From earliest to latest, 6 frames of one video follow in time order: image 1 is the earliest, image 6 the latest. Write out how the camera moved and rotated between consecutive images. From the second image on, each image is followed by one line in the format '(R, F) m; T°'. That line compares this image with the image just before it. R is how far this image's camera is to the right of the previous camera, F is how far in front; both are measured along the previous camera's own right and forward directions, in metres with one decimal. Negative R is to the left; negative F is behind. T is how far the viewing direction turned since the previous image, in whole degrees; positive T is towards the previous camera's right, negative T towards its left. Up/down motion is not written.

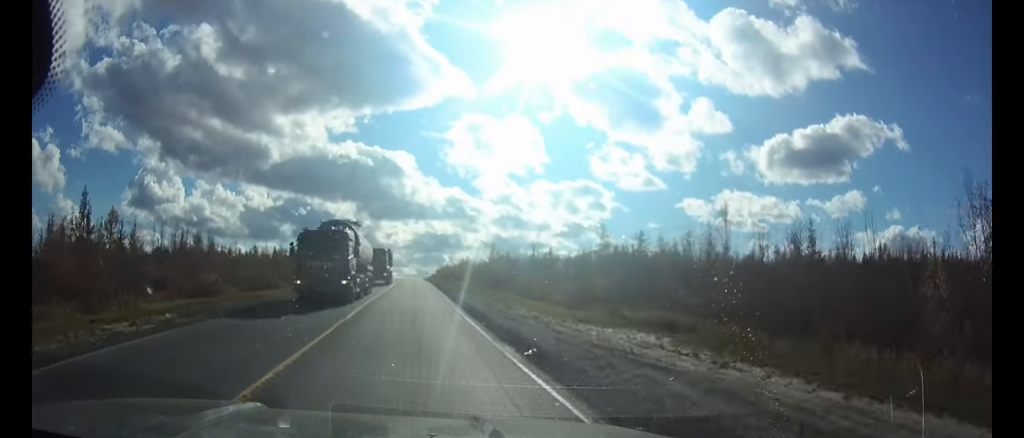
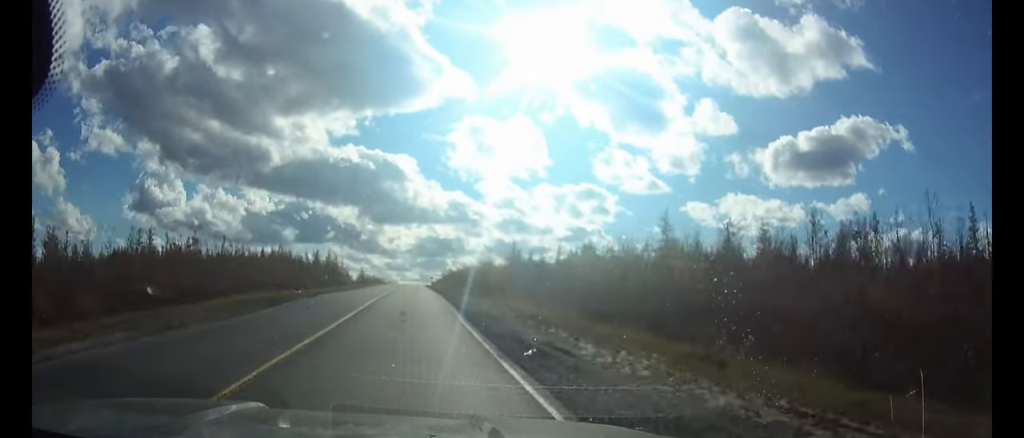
(-0.1, +29.8) m; 0°
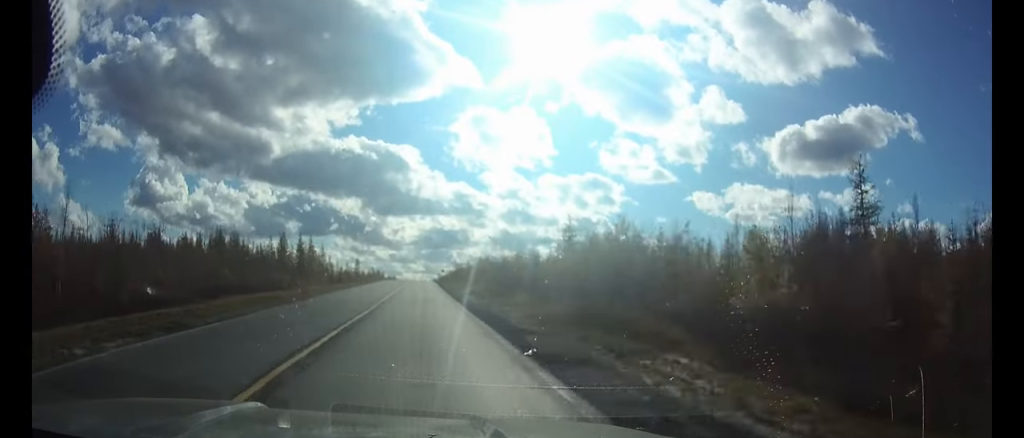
(-0.2, +45.0) m; 0°
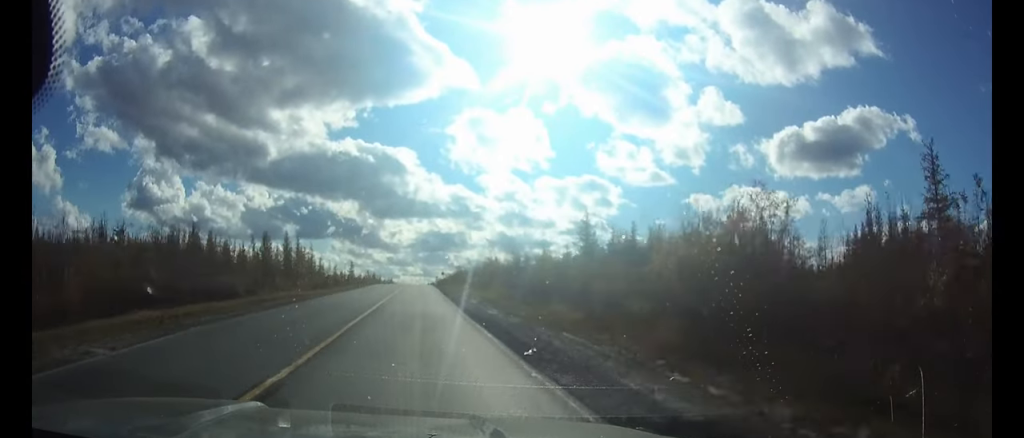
(0.0, +11.3) m; 0°
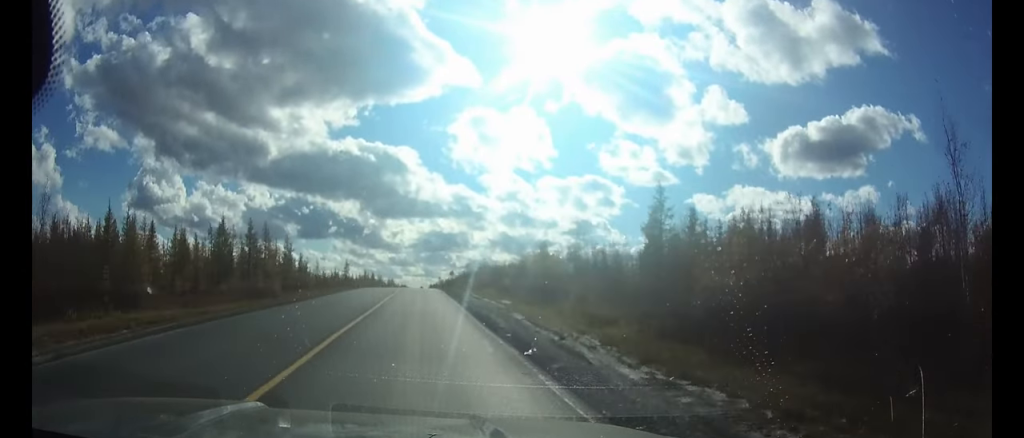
(0.0, +23.9) m; 0°
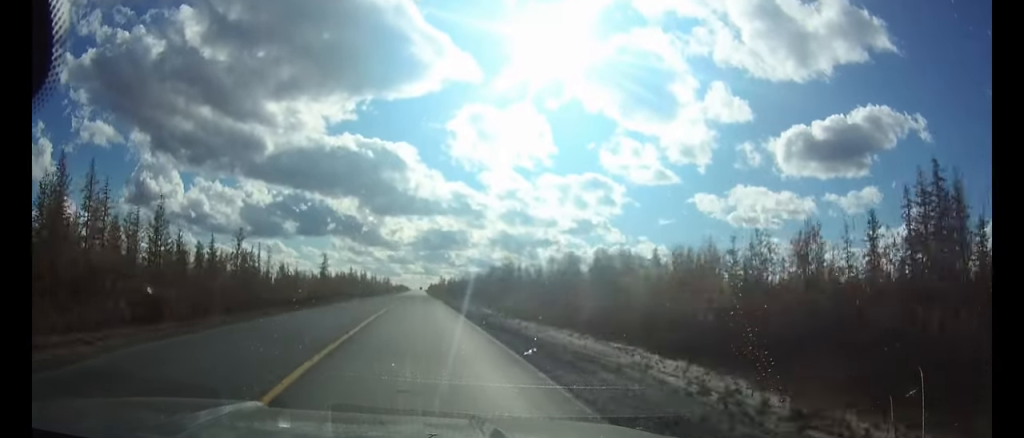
(-0.2, +50.2) m; 0°
